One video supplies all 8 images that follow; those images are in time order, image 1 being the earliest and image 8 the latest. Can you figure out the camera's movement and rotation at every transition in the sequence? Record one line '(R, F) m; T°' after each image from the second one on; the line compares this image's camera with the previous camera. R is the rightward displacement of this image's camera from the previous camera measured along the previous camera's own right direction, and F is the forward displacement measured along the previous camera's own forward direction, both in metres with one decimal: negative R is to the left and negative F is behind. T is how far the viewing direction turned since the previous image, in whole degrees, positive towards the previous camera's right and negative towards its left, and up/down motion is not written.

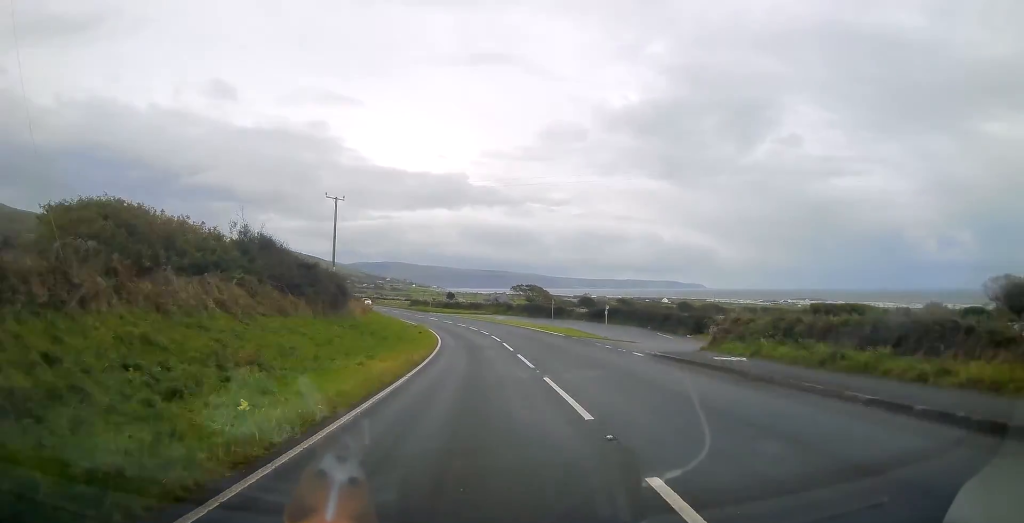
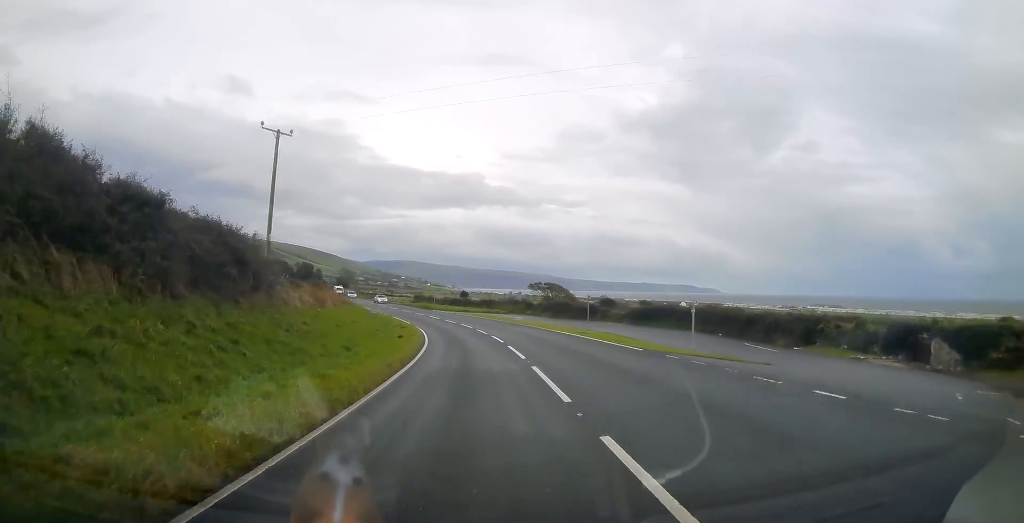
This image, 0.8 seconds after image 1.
(-0.1, +16.1) m; -1°
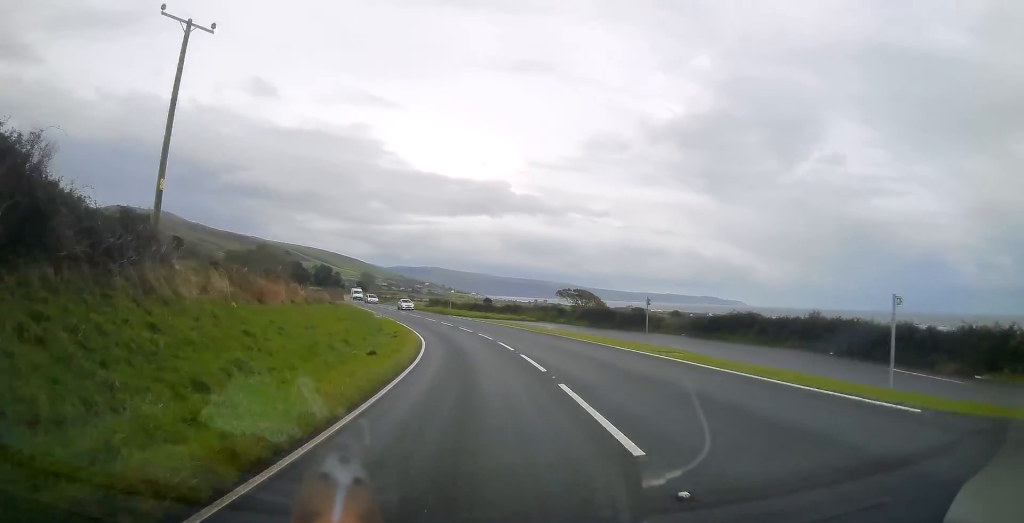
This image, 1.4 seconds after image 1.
(-0.1, +12.5) m; -2°
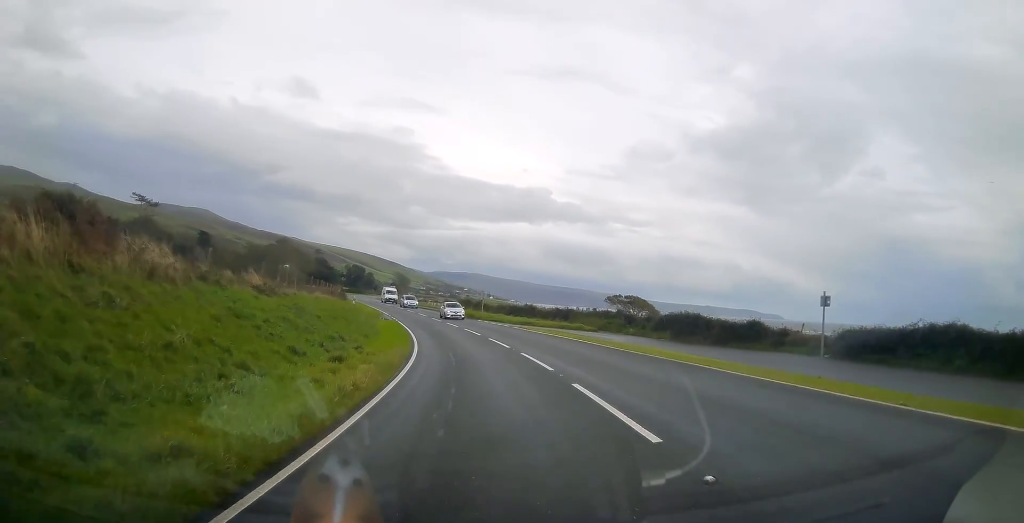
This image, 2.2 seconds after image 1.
(-0.3, +17.4) m; -4°
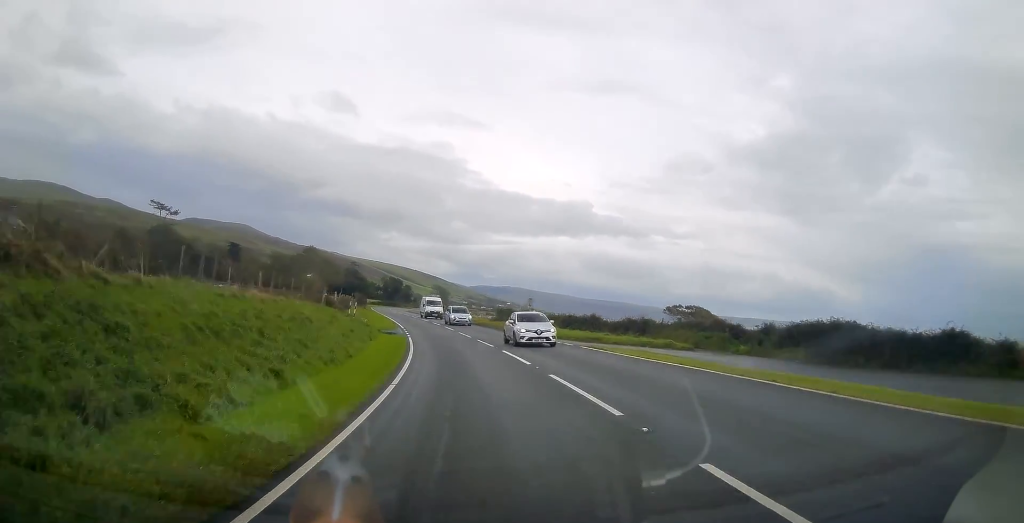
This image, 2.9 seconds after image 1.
(-0.6, +15.3) m; -4°
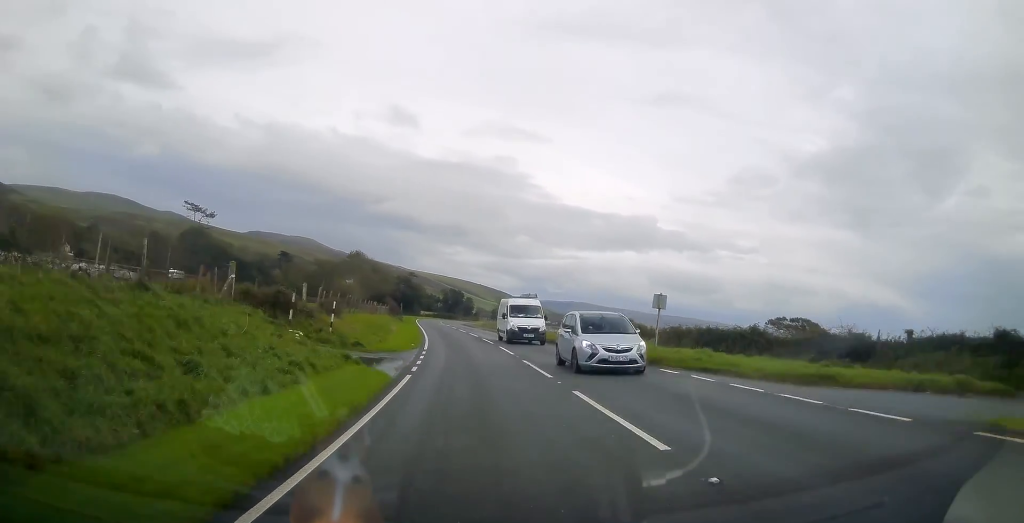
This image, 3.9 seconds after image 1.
(-0.8, +20.1) m; -4°
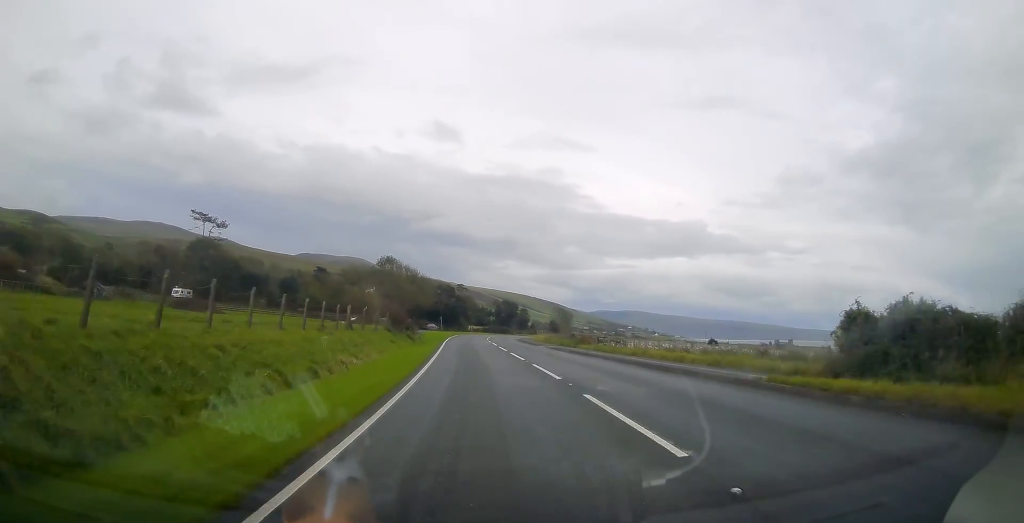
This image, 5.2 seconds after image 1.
(-1.3, +26.4) m; -5°
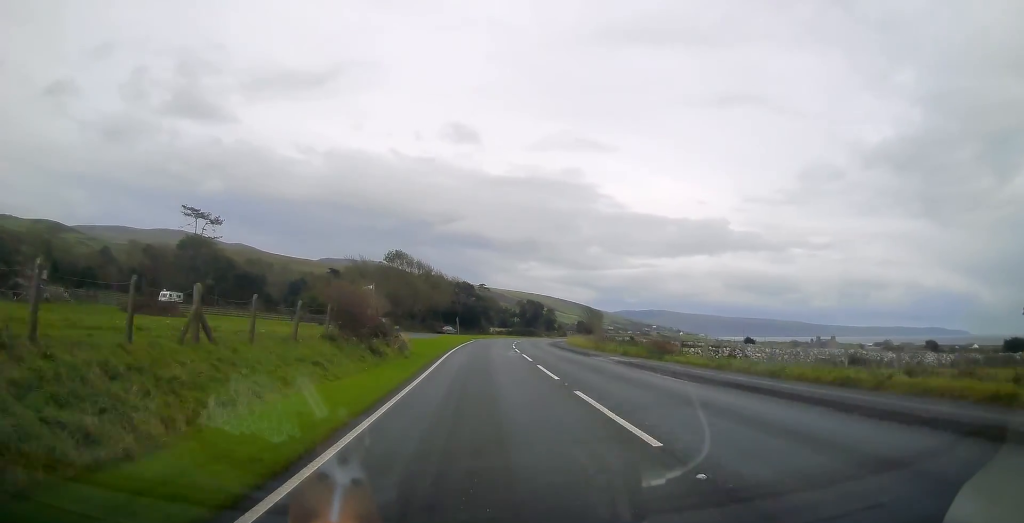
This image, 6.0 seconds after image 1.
(-0.5, +16.8) m; -2°
